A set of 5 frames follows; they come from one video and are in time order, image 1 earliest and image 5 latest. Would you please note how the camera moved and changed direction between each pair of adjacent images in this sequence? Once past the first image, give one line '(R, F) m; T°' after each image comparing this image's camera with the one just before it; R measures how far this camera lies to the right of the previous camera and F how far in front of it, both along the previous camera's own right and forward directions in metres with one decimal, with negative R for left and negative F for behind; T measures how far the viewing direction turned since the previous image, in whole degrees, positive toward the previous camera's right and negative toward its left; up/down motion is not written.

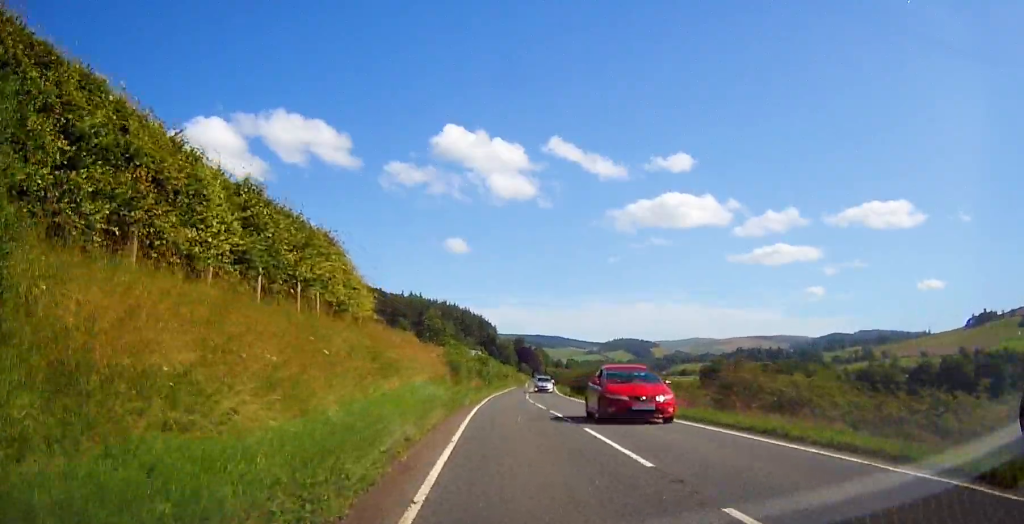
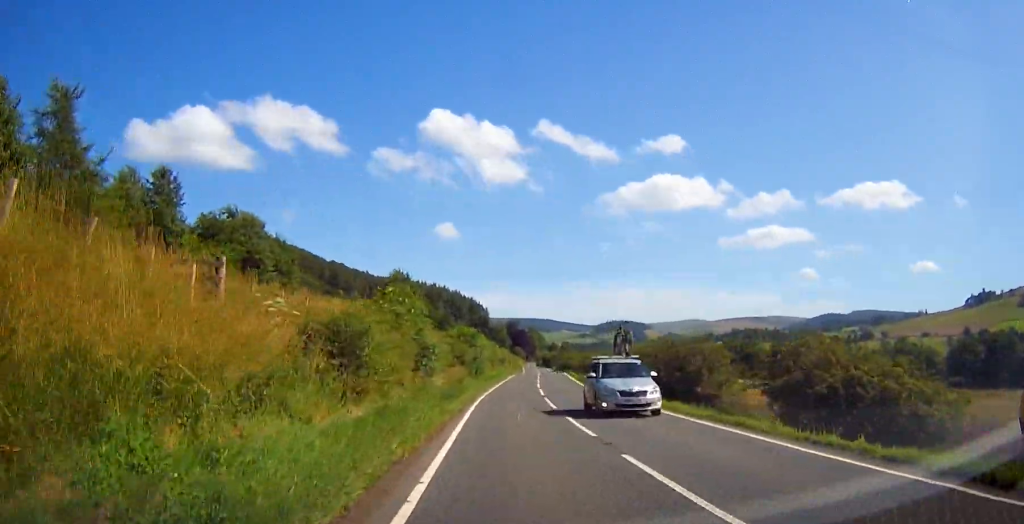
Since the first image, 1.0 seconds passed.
(+0.1, +22.8) m; +1°
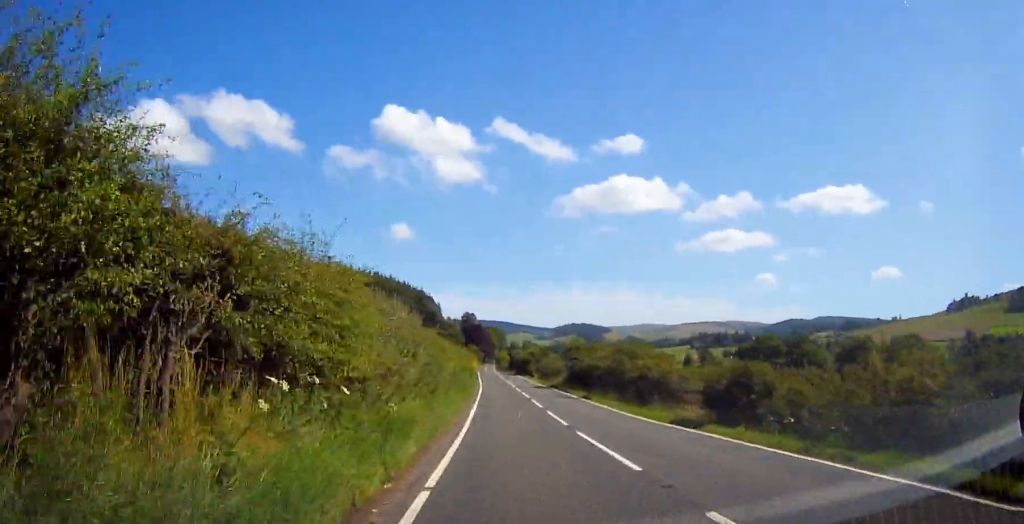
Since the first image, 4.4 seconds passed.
(+3.2, +75.8) m; +3°
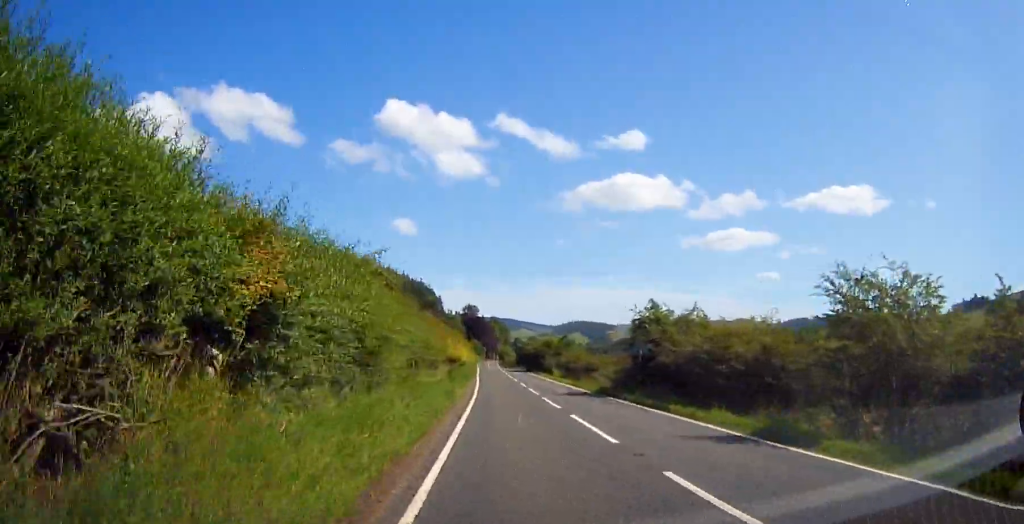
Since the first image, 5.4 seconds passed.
(+0.3, +25.0) m; +1°
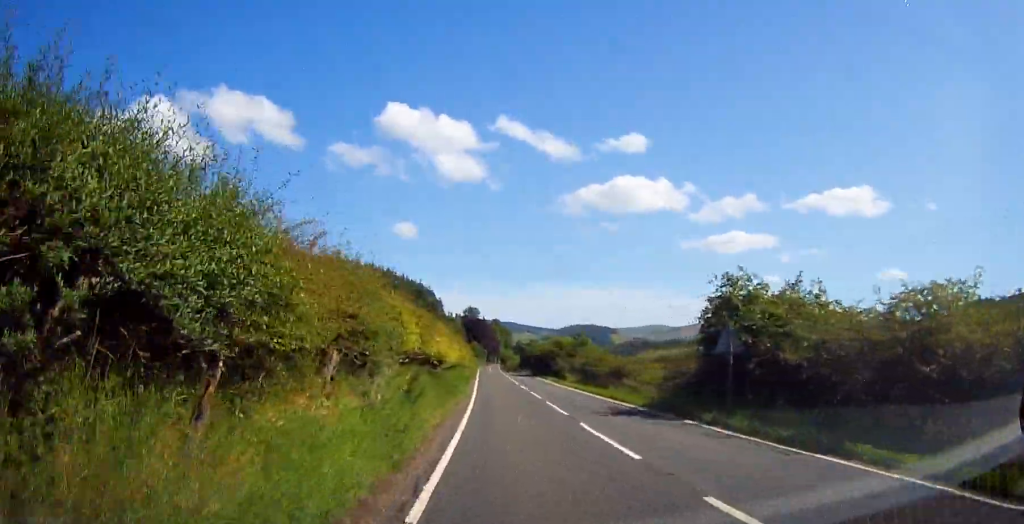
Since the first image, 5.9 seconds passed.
(0.0, +10.6) m; 0°
